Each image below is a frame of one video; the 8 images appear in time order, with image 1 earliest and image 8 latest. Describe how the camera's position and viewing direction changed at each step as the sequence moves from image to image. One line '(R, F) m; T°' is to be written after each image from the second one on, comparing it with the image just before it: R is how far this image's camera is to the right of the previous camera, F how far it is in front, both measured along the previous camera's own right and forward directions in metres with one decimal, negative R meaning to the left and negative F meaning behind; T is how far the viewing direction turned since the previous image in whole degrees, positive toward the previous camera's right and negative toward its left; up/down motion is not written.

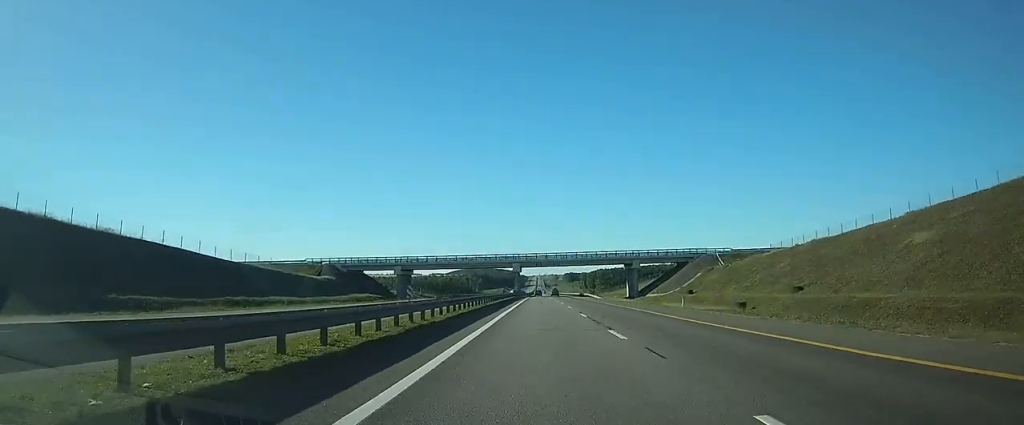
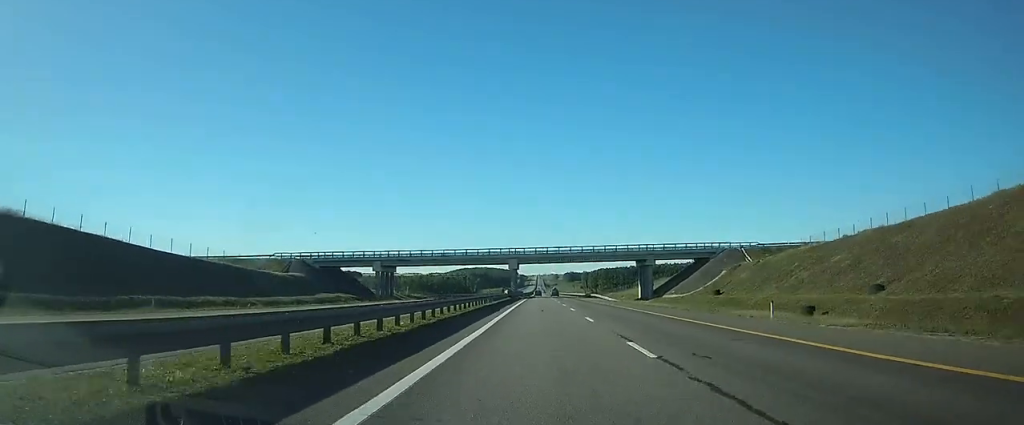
(0.0, +15.9) m; 0°
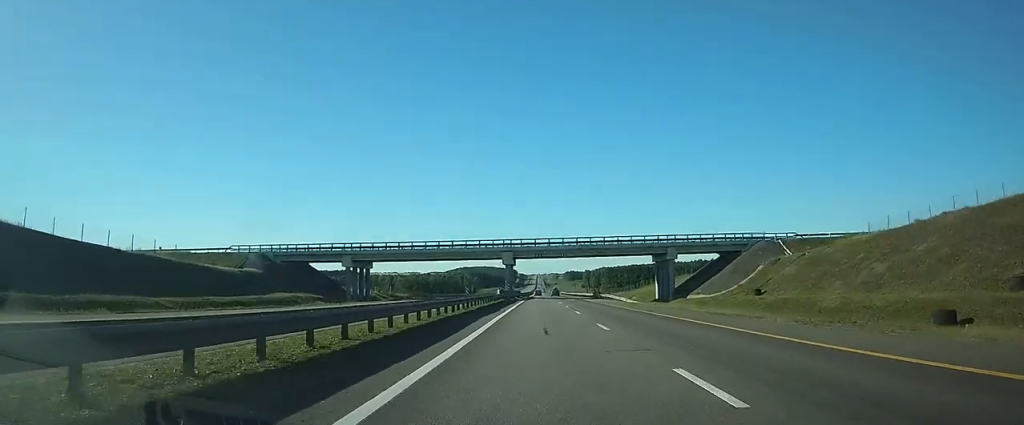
(0.0, +17.0) m; 0°
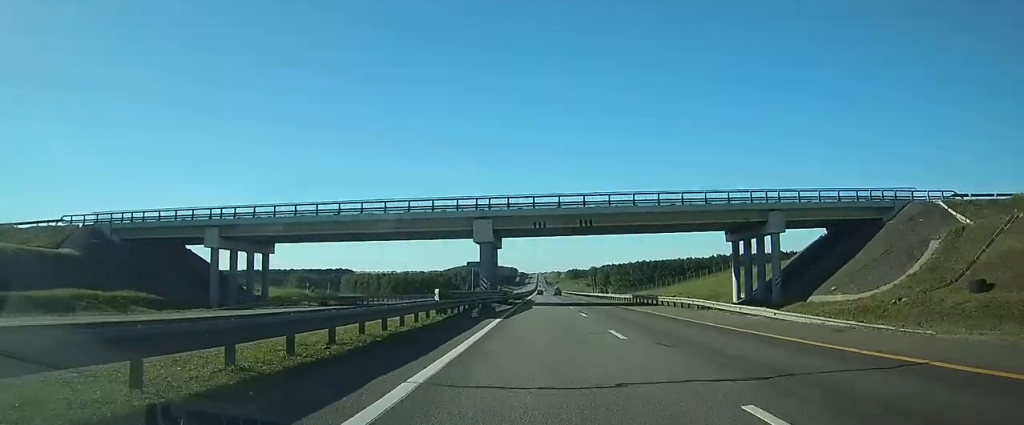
(0.0, +39.4) m; 0°
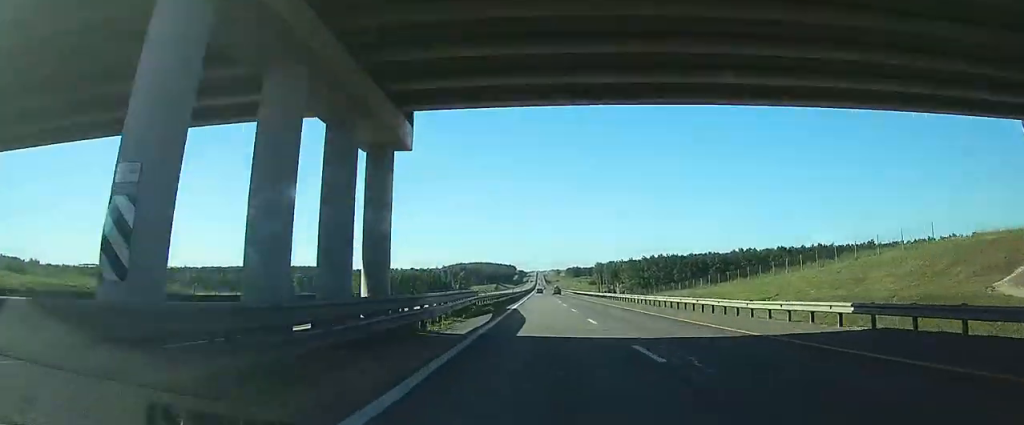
(0.0, +41.6) m; 0°
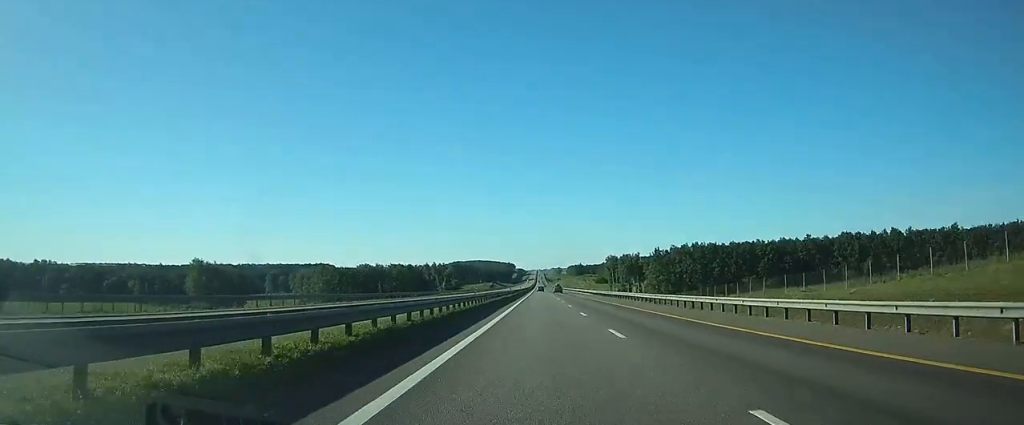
(0.0, +55.6) m; 0°
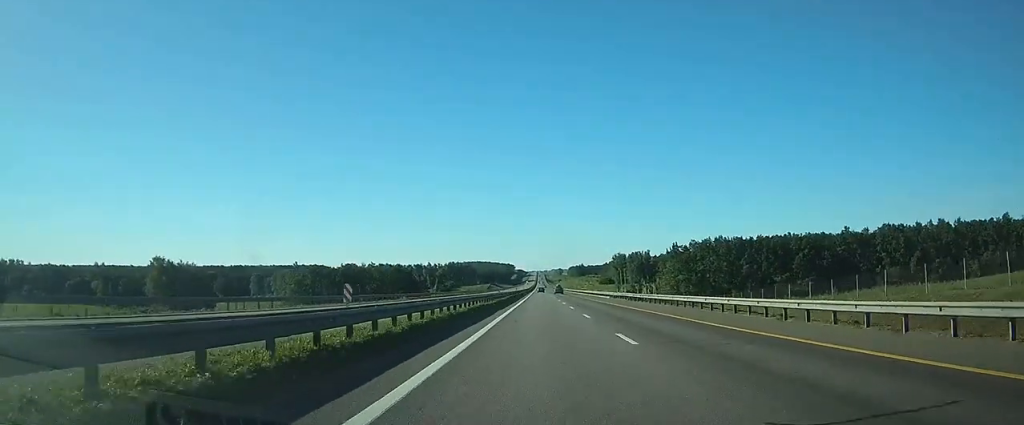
(0.0, +25.6) m; 0°
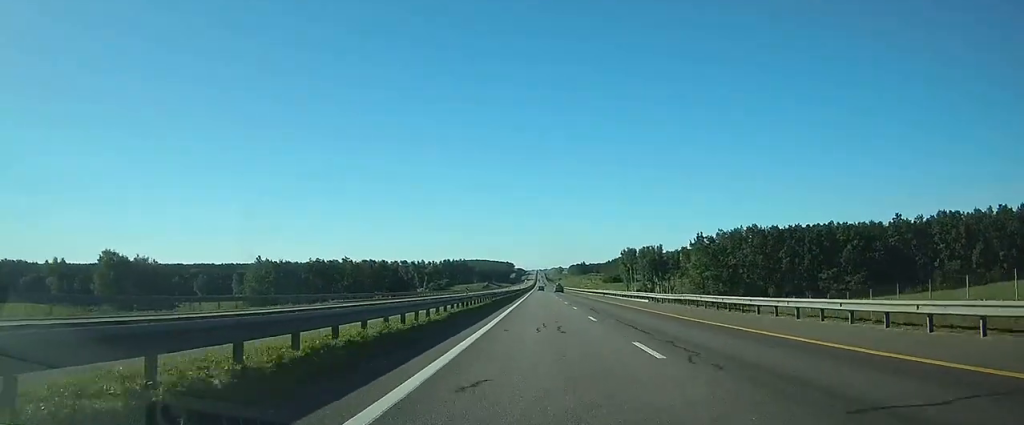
(0.0, +26.7) m; 0°
